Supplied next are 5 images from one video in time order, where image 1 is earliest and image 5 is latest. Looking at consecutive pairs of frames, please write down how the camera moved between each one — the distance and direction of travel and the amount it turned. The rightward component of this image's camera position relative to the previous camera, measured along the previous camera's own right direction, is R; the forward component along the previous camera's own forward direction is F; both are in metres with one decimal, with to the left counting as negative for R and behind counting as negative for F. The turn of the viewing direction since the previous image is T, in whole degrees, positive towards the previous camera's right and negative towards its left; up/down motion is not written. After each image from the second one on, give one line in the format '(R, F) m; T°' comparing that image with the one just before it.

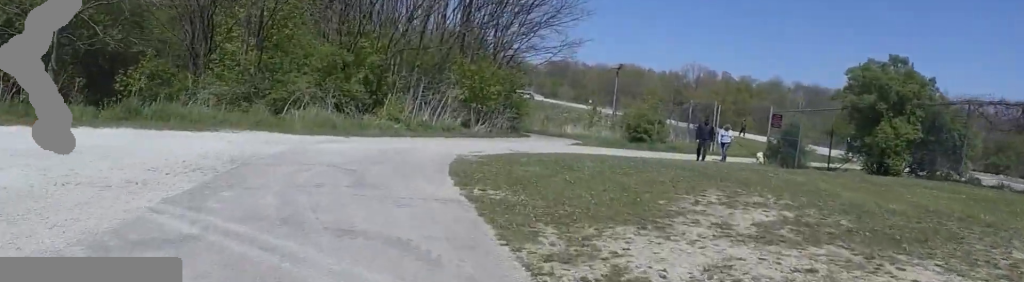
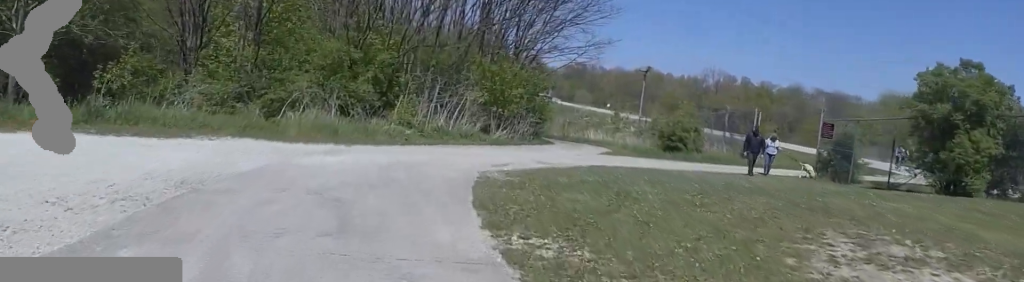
(0.0, +1.8) m; 0°
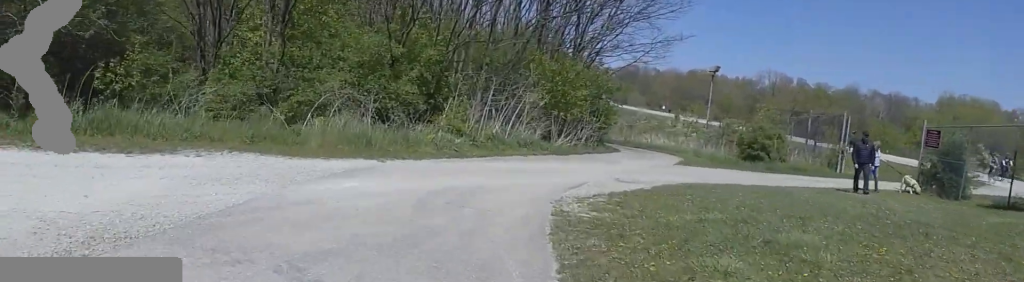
(0.0, +2.1) m; +4°
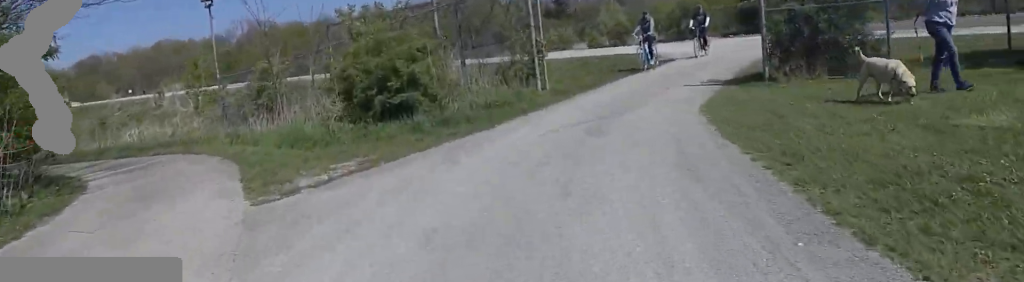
(+2.5, +9.5) m; +35°
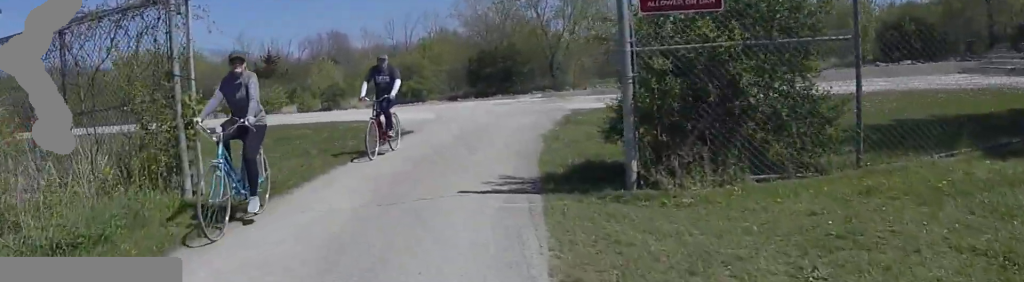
(+1.1, +5.1) m; -9°
